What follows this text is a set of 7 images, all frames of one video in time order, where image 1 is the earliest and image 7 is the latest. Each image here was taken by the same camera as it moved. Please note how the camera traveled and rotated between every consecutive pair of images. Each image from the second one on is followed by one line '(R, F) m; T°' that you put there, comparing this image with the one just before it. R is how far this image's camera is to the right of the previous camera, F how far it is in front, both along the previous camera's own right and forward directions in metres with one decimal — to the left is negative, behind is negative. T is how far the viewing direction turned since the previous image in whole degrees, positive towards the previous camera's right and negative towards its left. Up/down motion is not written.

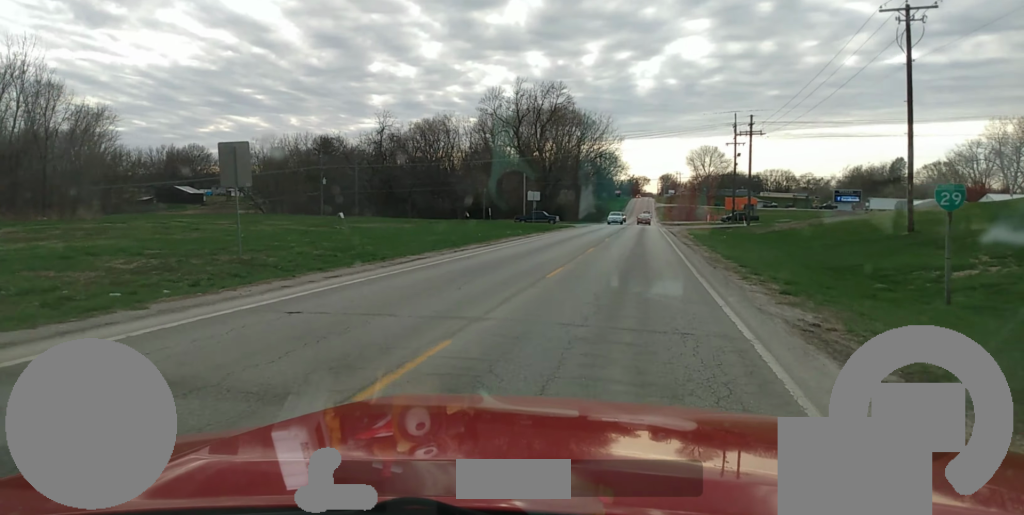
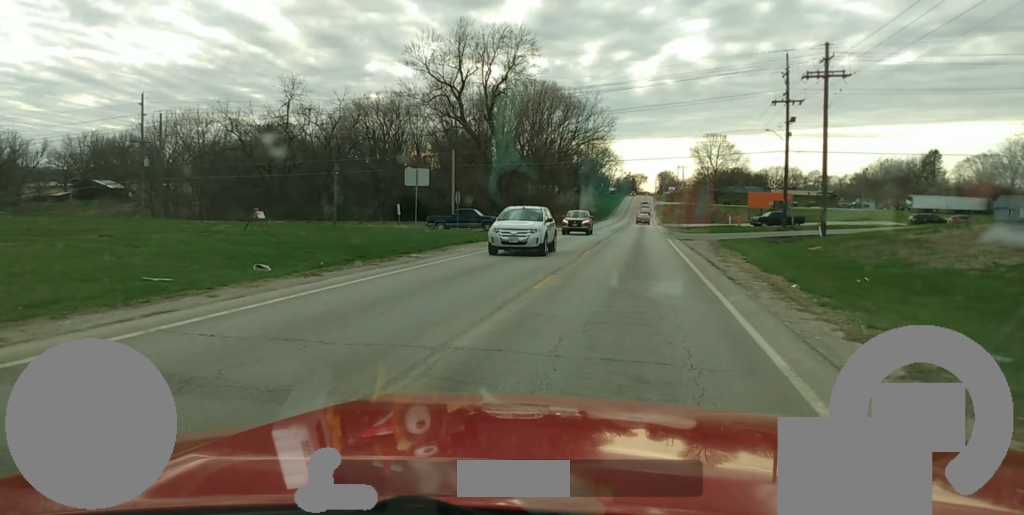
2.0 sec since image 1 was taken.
(+0.1, +39.6) m; +1°
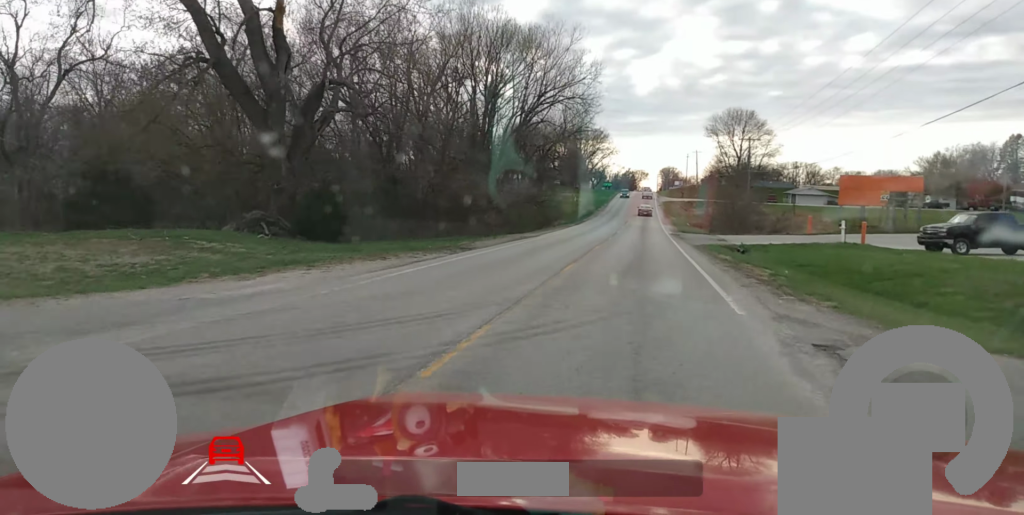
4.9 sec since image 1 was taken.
(+0.4, +56.4) m; -1°
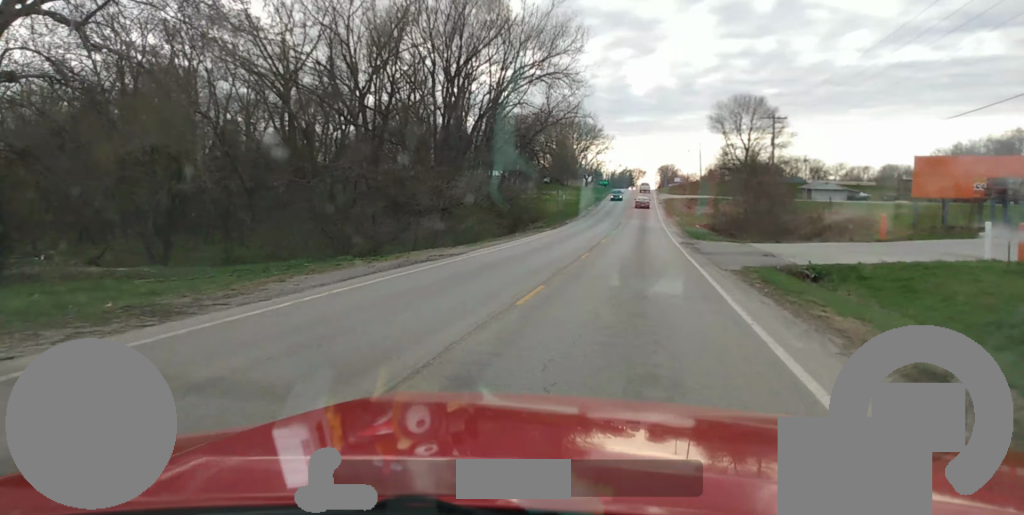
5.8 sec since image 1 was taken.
(-0.2, +18.4) m; 0°
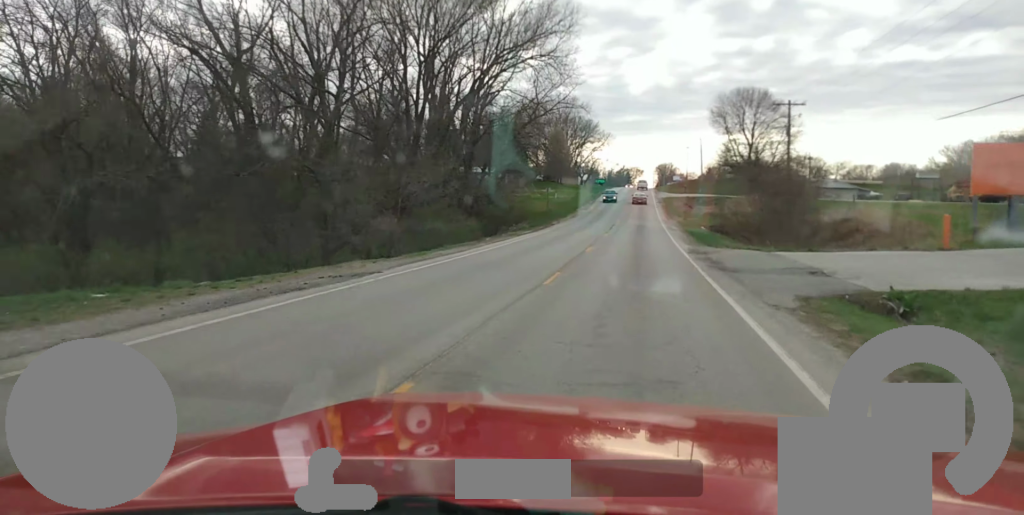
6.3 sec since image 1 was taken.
(+0.1, +9.0) m; 0°
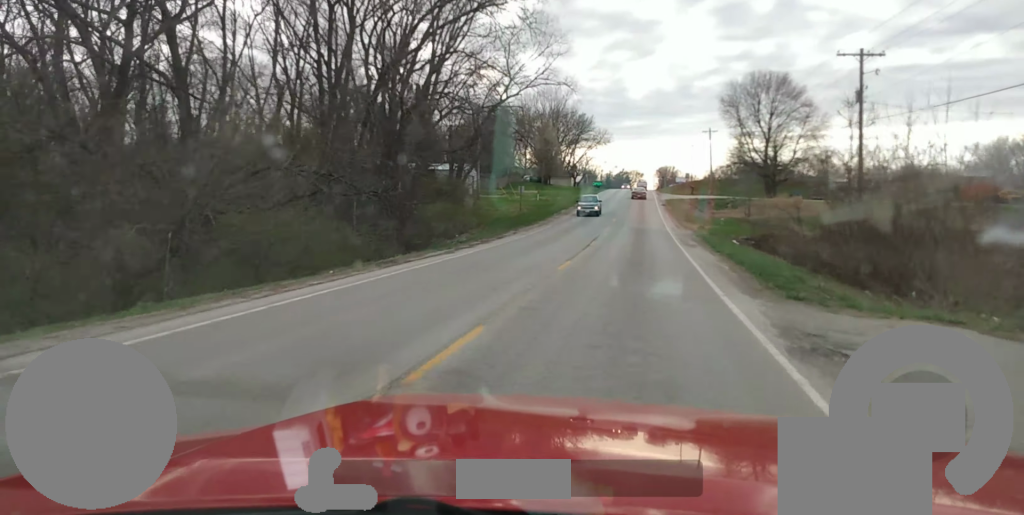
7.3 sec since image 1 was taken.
(+0.2, +21.4) m; 0°
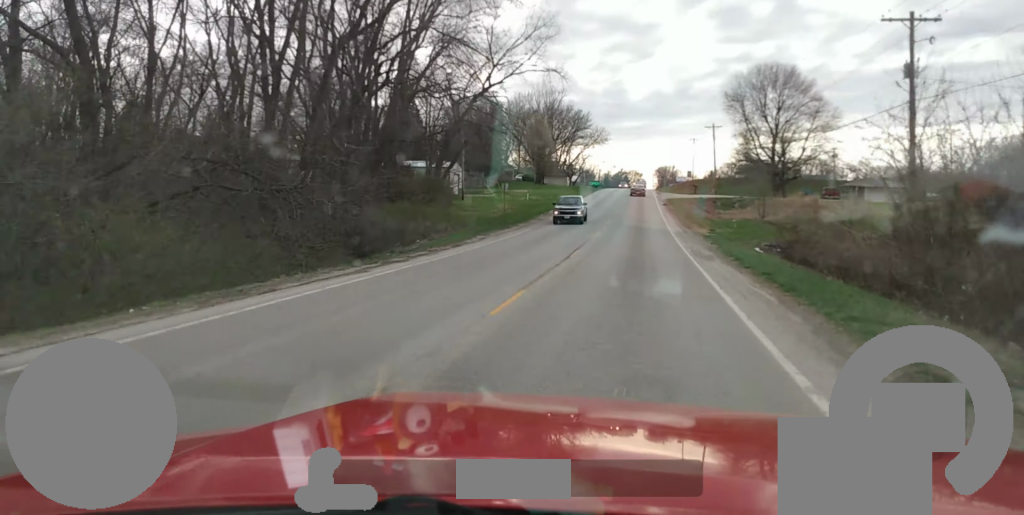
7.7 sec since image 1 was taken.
(+0.1, +7.6) m; 0°
